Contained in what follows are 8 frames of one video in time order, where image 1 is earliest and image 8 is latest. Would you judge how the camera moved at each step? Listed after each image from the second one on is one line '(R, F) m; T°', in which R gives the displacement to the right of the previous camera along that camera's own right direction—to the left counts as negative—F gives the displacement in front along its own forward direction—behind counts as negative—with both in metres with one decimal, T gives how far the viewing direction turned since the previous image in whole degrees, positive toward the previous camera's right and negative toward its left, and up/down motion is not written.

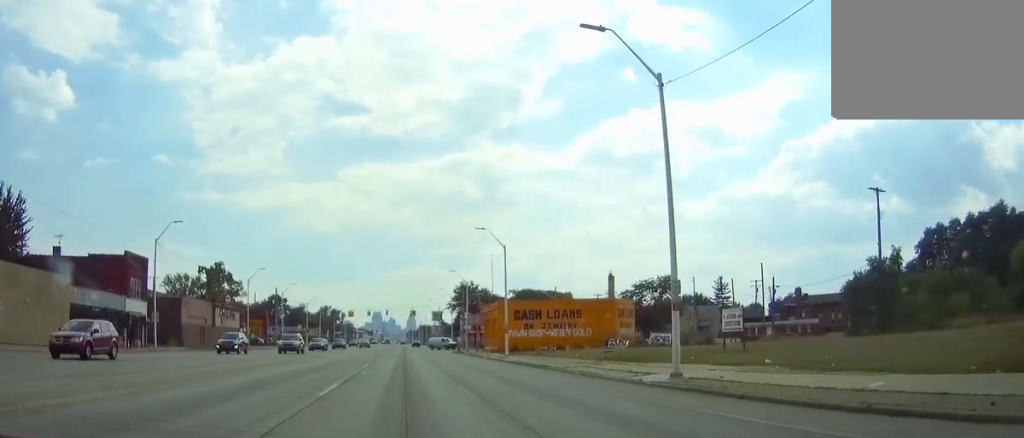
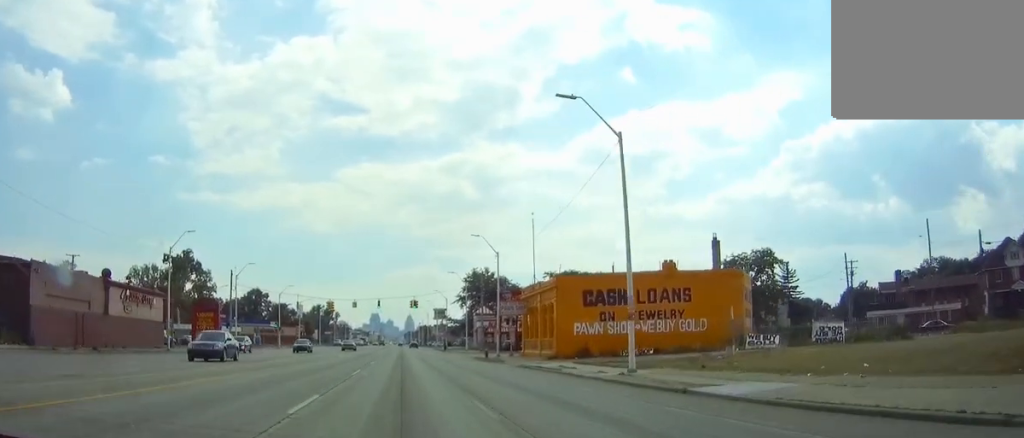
(+0.2, +36.8) m; +1°
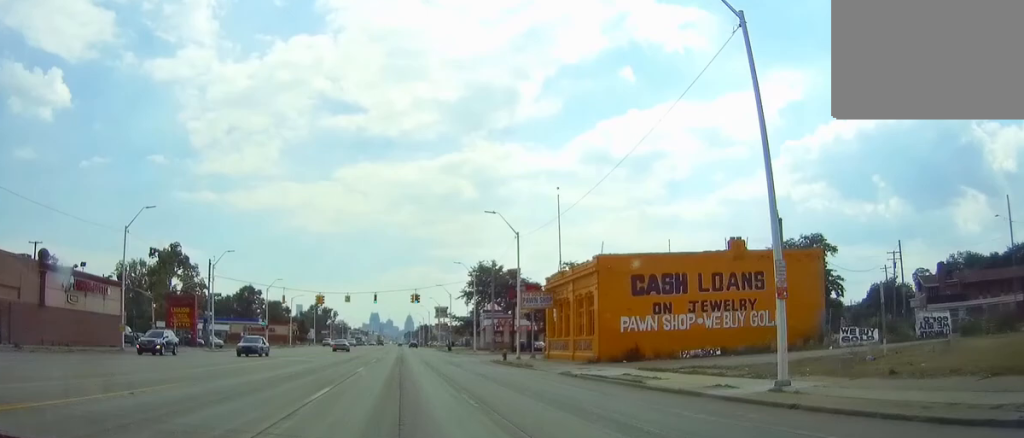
(+0.1, +12.5) m; +1°
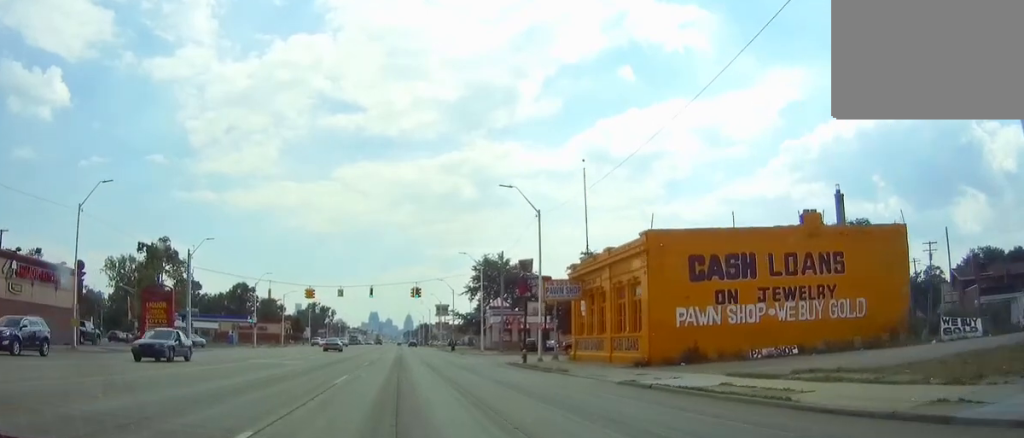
(+0.2, +9.3) m; 0°
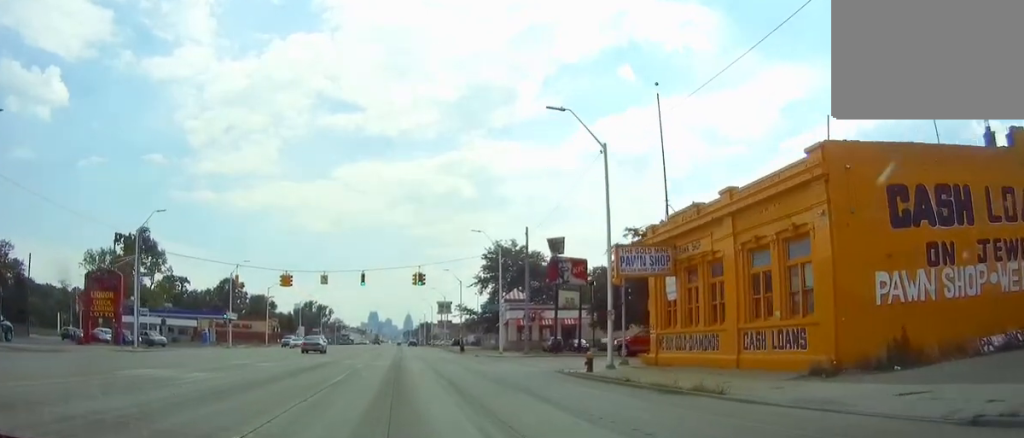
(0.0, +15.6) m; 0°
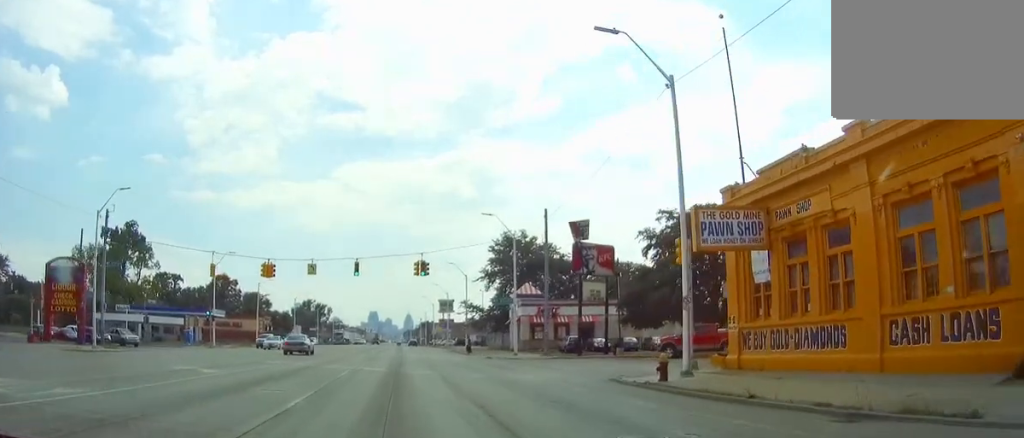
(0.0, +8.5) m; 0°
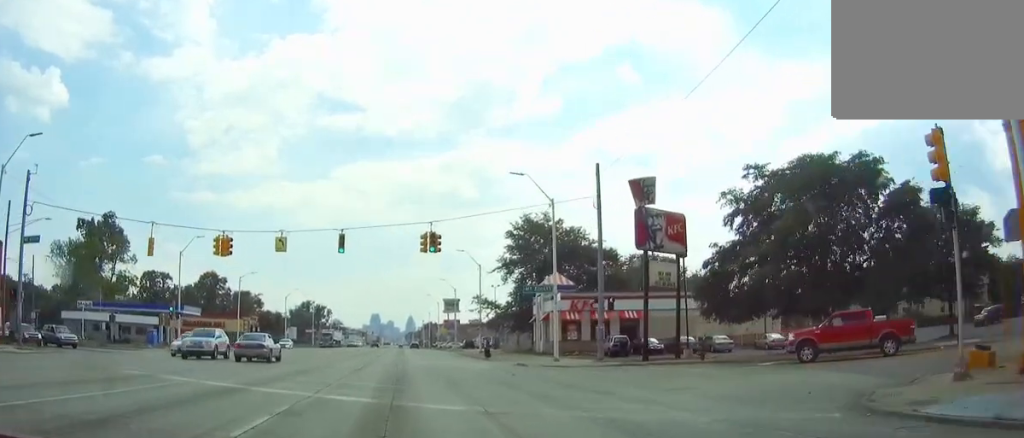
(0.0, +14.5) m; 0°
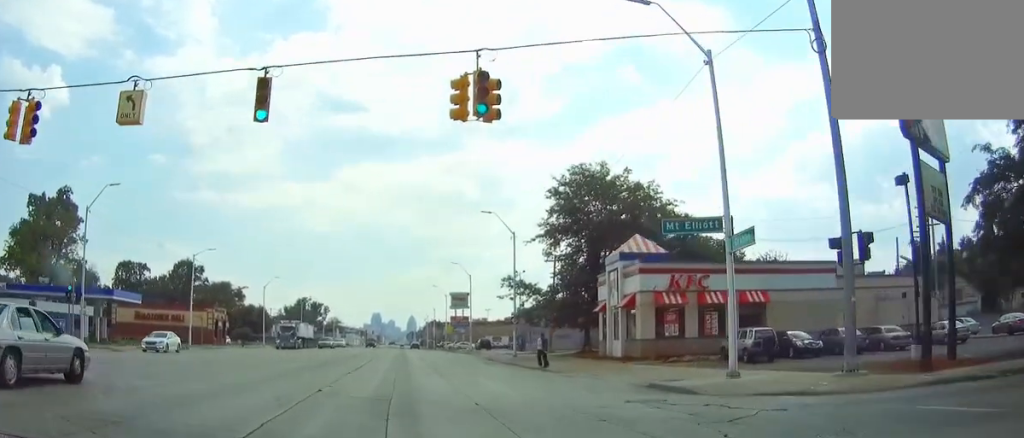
(-0.1, +23.8) m; -1°
